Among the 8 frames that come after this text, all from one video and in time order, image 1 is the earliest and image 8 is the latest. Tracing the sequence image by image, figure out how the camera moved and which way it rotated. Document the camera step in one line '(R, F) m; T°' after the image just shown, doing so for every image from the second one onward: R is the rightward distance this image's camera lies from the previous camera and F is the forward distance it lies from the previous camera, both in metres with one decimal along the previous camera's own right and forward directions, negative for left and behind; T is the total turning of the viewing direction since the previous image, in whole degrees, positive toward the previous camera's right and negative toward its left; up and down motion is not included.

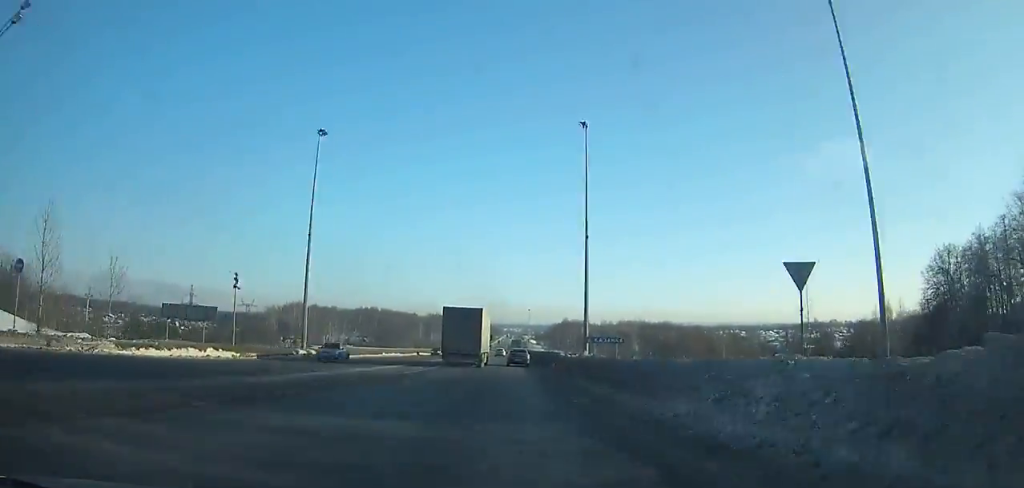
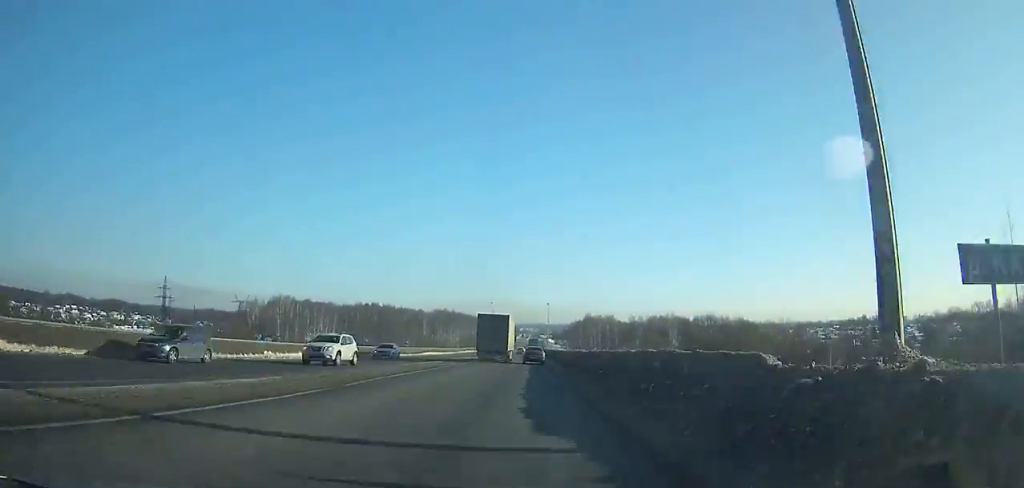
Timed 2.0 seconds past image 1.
(-0.1, +39.3) m; 0°
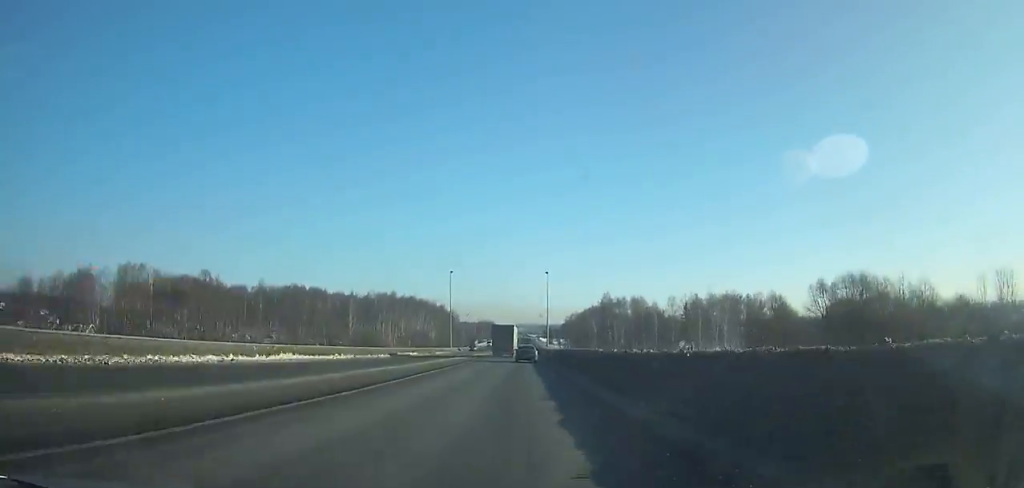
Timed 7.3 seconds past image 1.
(+0.5, +107.9) m; +1°
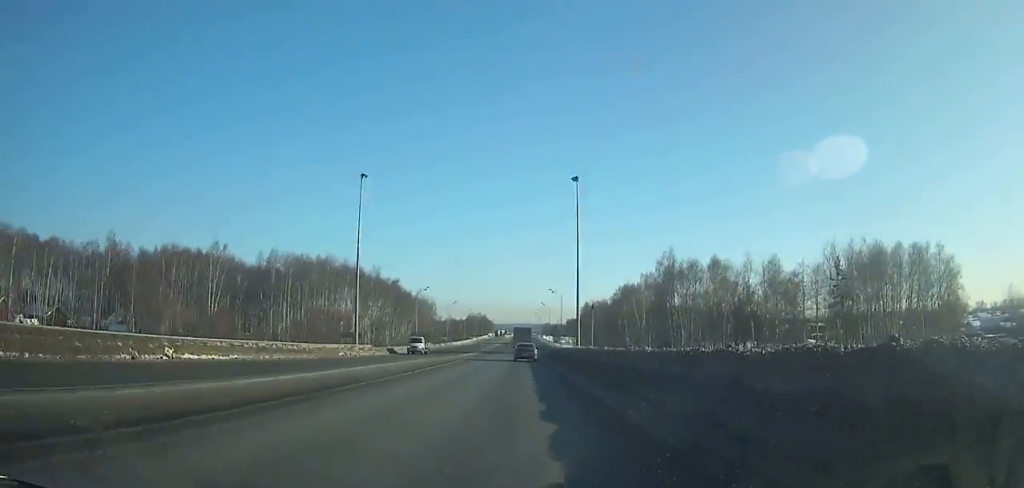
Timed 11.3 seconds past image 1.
(0.0, +83.8) m; 0°
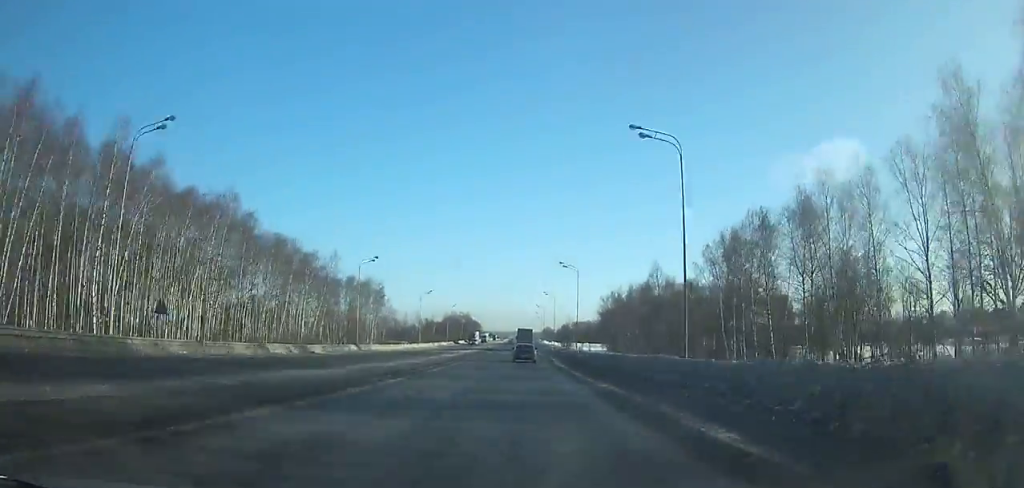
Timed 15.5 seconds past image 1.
(+0.1, +88.4) m; 0°
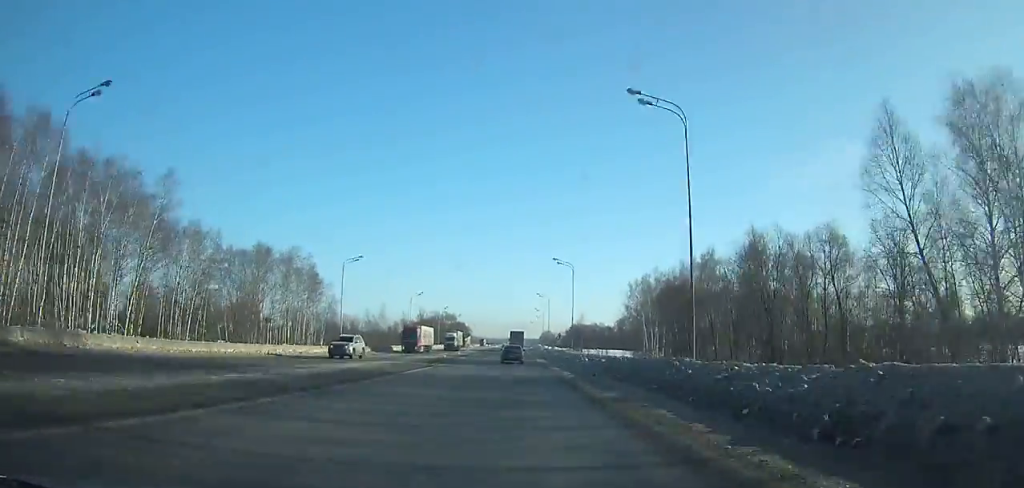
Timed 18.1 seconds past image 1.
(+0.2, +54.8) m; 0°
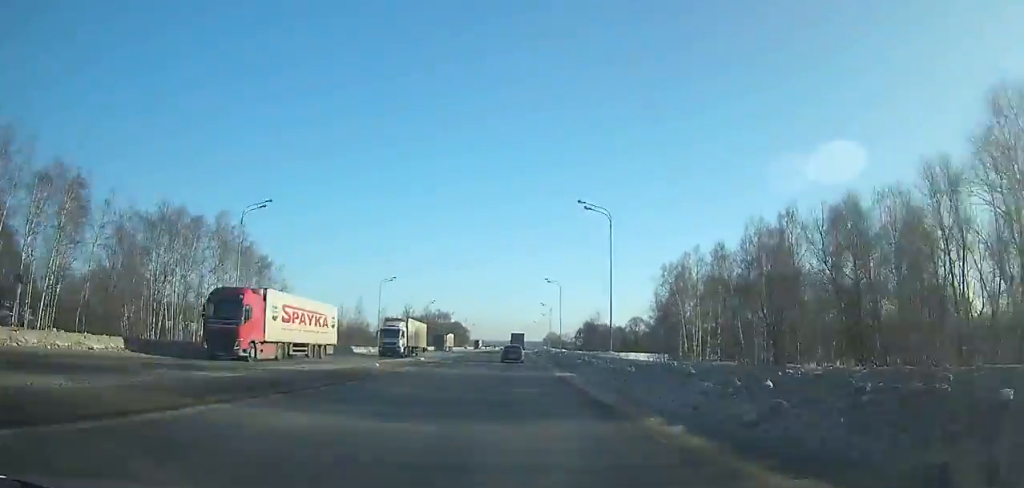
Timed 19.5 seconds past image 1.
(0.0, +29.5) m; 0°
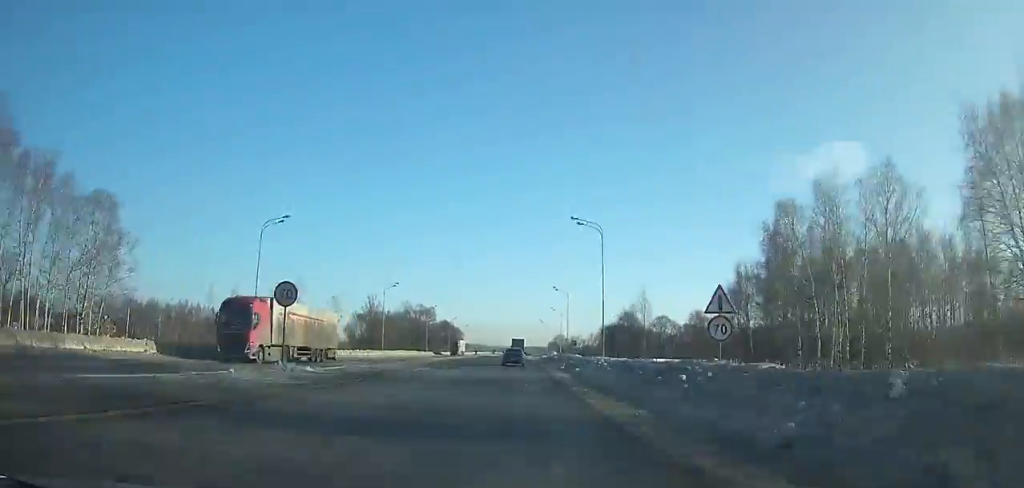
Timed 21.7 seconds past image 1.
(-0.2, +46.3) m; 0°
